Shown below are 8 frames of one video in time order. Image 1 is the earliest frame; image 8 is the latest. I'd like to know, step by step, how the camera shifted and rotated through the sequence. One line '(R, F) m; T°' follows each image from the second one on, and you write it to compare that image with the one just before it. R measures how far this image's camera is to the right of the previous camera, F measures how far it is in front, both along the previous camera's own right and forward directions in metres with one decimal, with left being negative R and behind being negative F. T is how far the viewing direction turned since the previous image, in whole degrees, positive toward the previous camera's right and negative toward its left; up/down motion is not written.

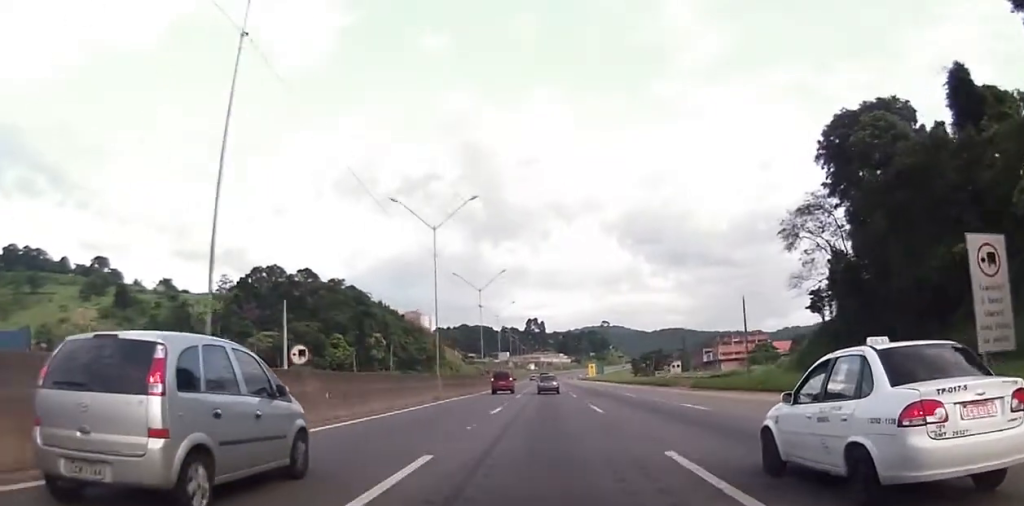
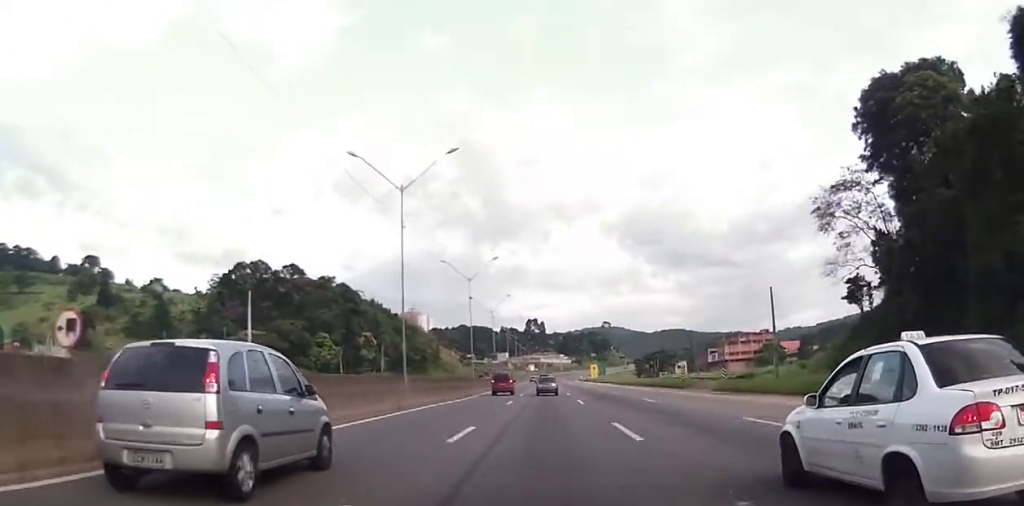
(+0.2, +10.1) m; +1°
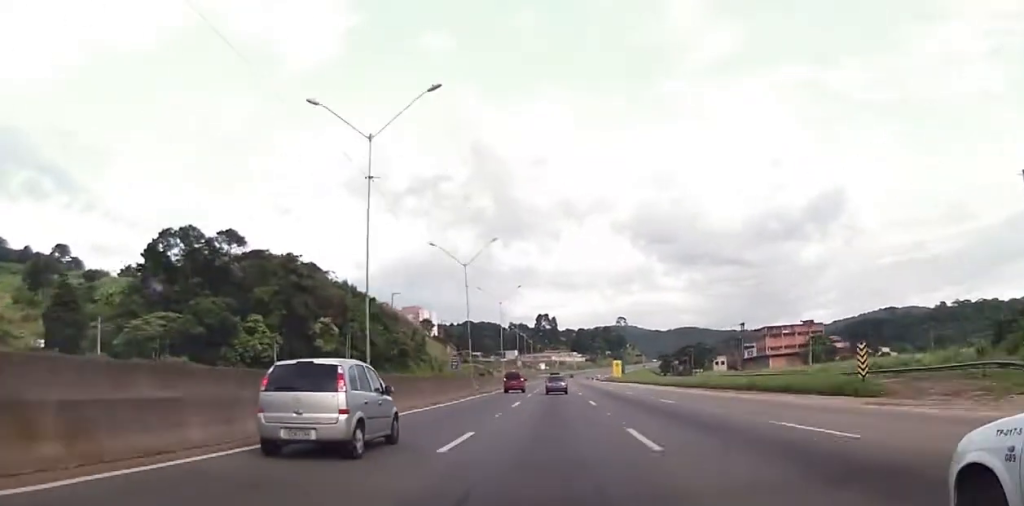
(+0.7, +39.7) m; 0°
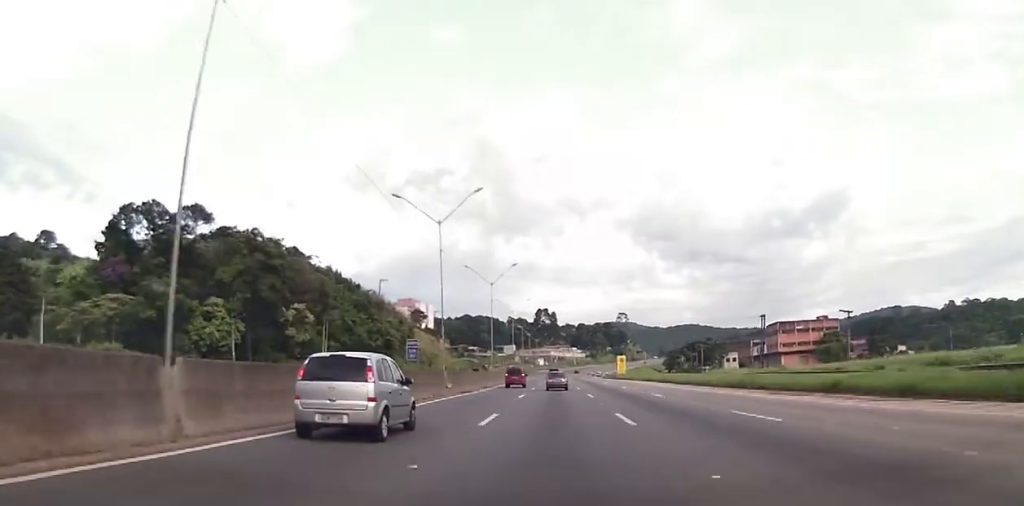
(-0.2, +14.0) m; -1°
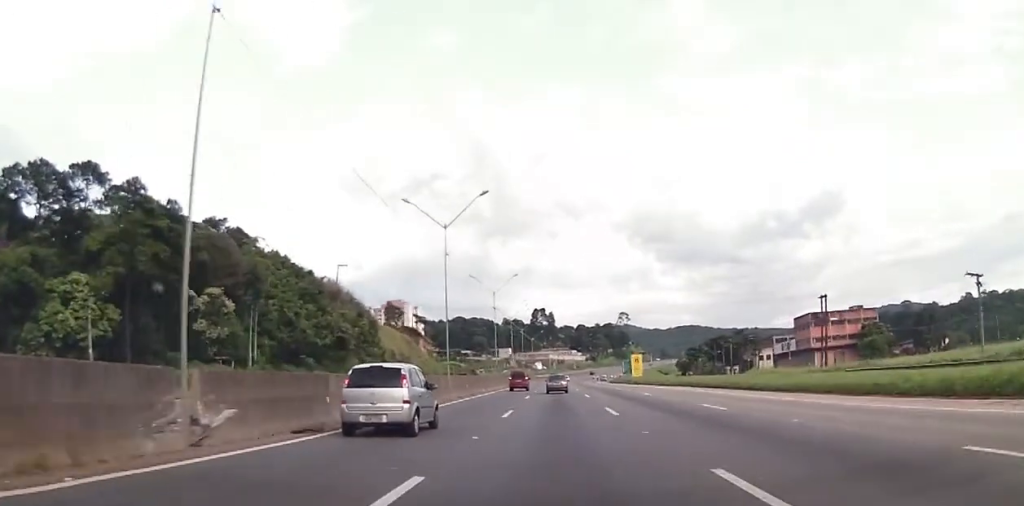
(-0.2, +30.5) m; -1°
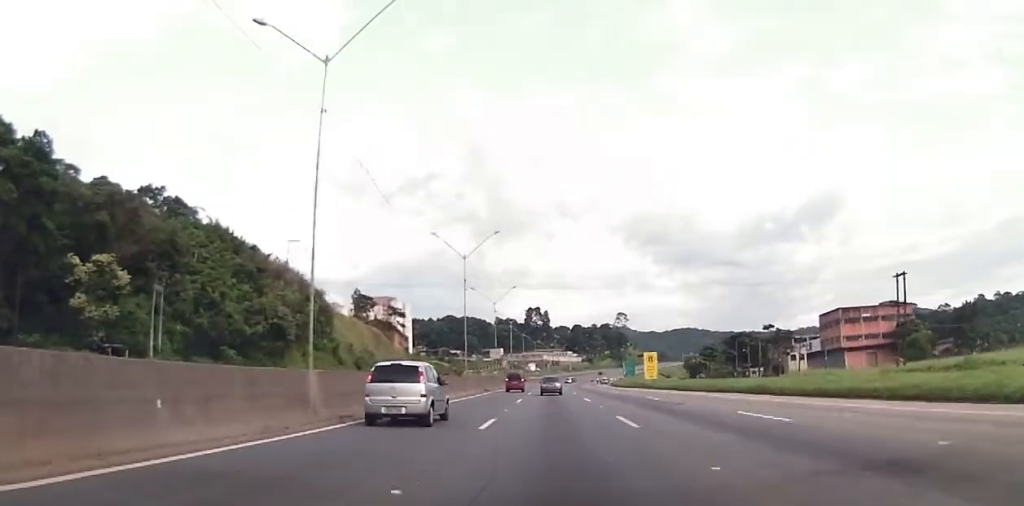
(-0.4, +24.4) m; +1°
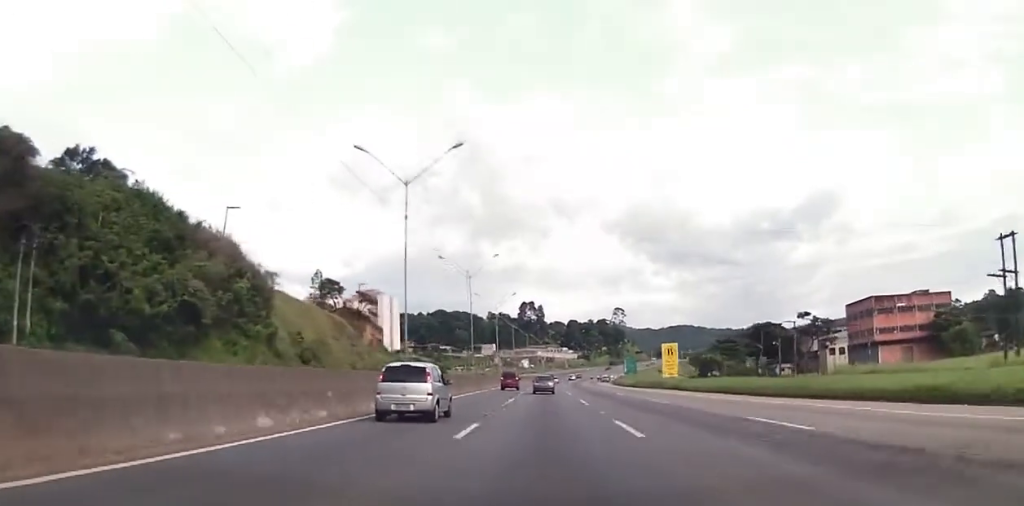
(+0.7, +21.2) m; +2°
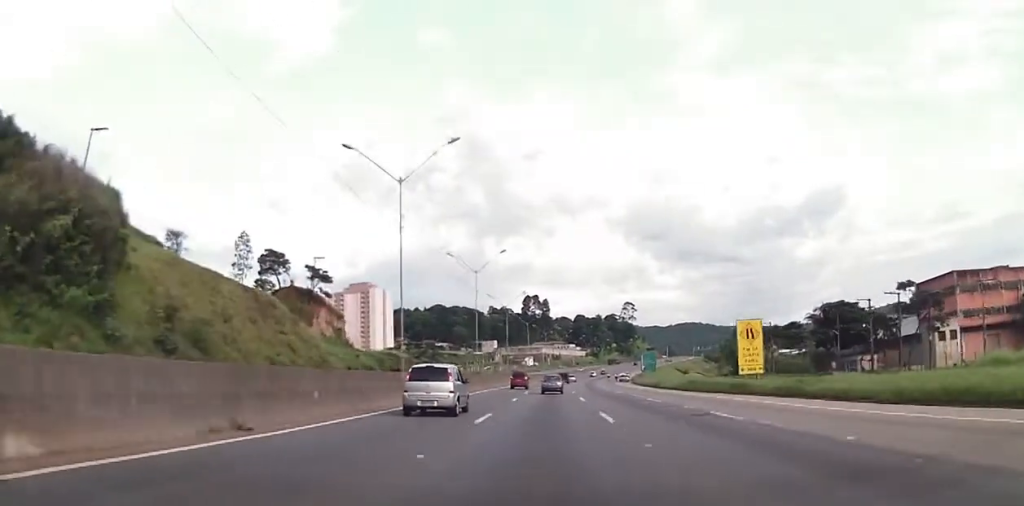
(-0.1, +32.4) m; -1°
